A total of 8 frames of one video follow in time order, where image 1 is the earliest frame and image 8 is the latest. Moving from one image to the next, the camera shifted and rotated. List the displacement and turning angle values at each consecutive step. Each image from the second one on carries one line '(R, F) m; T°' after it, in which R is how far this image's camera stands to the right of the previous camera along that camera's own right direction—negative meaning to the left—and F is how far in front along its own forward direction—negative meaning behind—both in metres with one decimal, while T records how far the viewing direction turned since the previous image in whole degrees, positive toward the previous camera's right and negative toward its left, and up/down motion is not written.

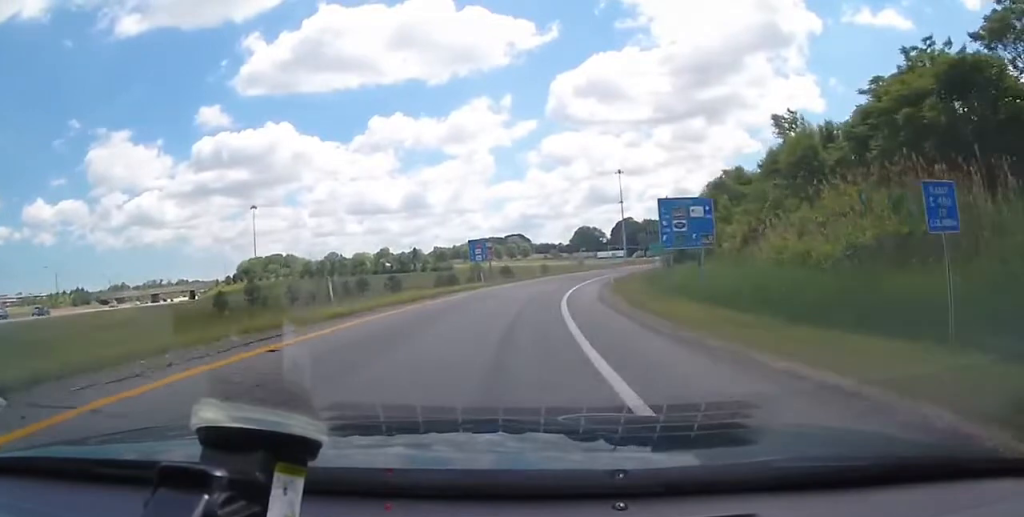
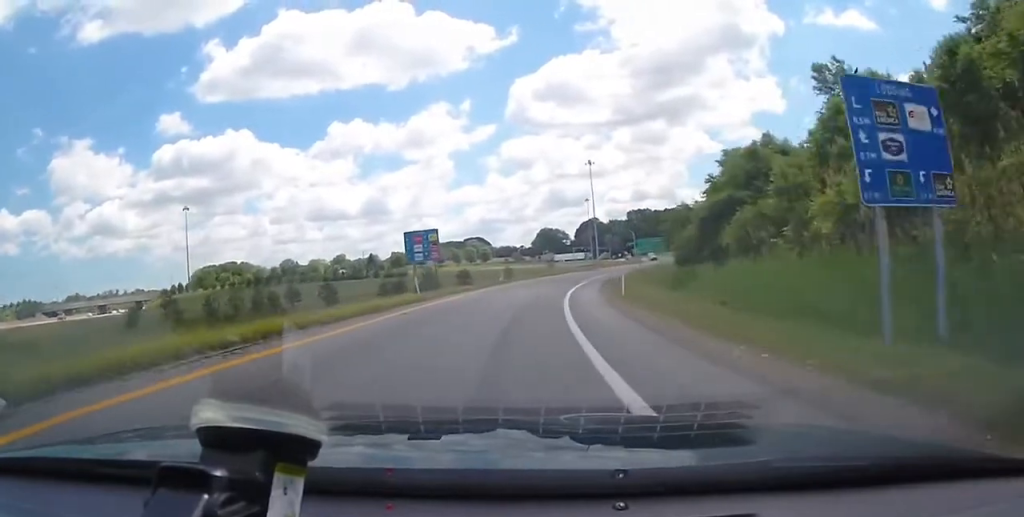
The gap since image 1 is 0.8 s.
(-0.2, +16.1) m; +3°
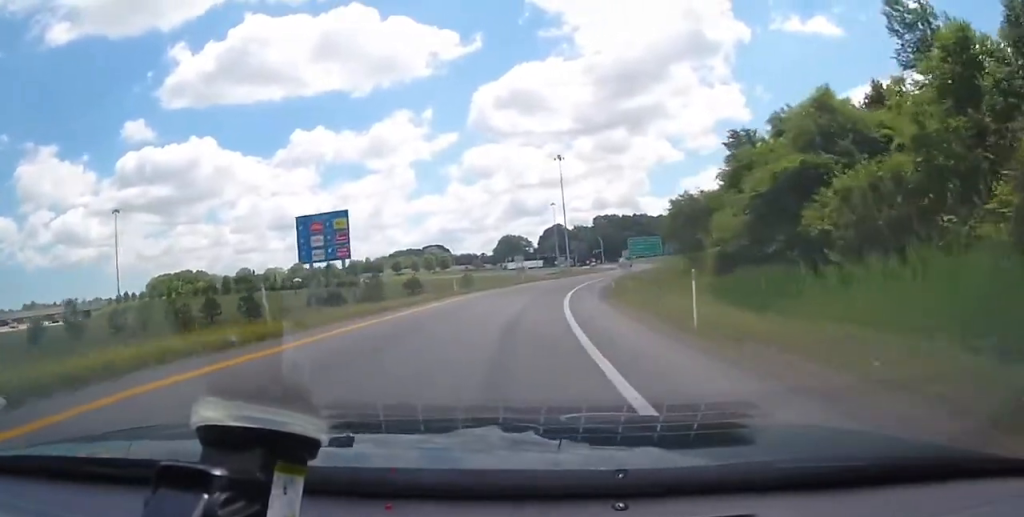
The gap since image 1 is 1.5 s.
(+0.9, +14.6) m; +5°
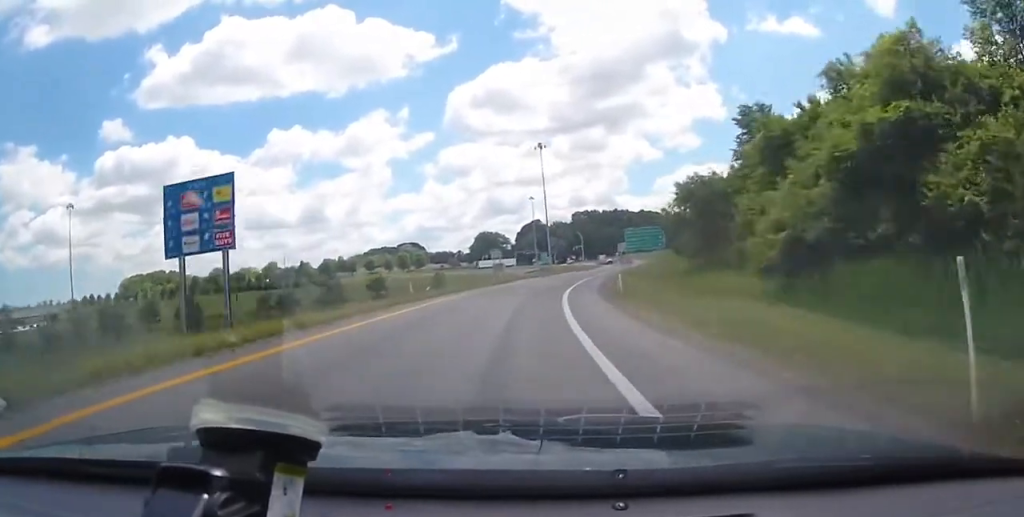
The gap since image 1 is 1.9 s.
(+0.1, +9.0) m; +3°
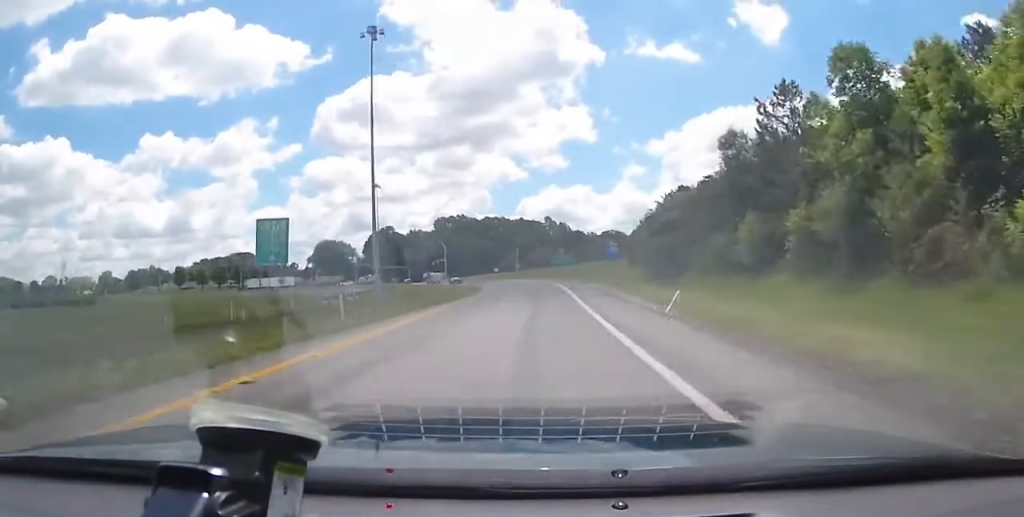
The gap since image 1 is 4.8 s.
(+6.8, +58.7) m; +13°
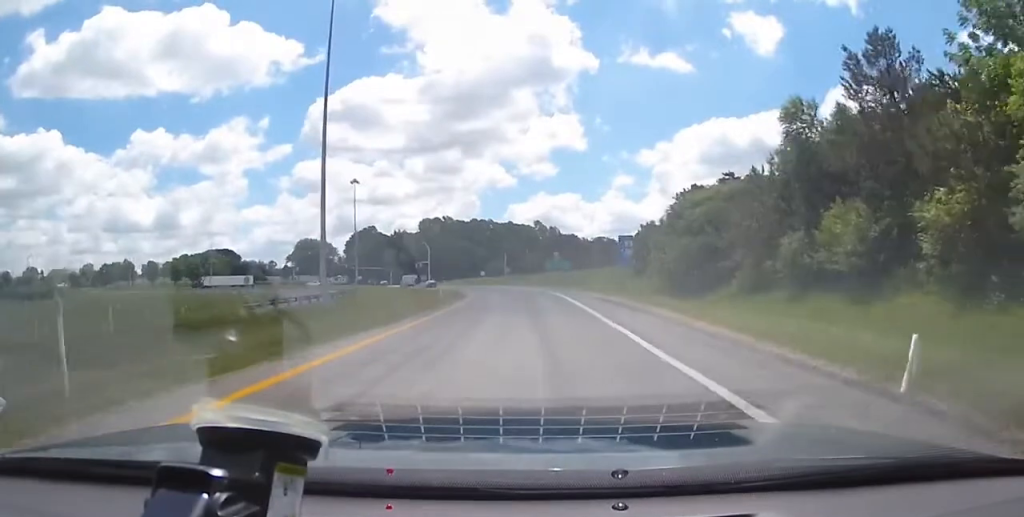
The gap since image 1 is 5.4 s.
(+0.6, +11.1) m; +1°
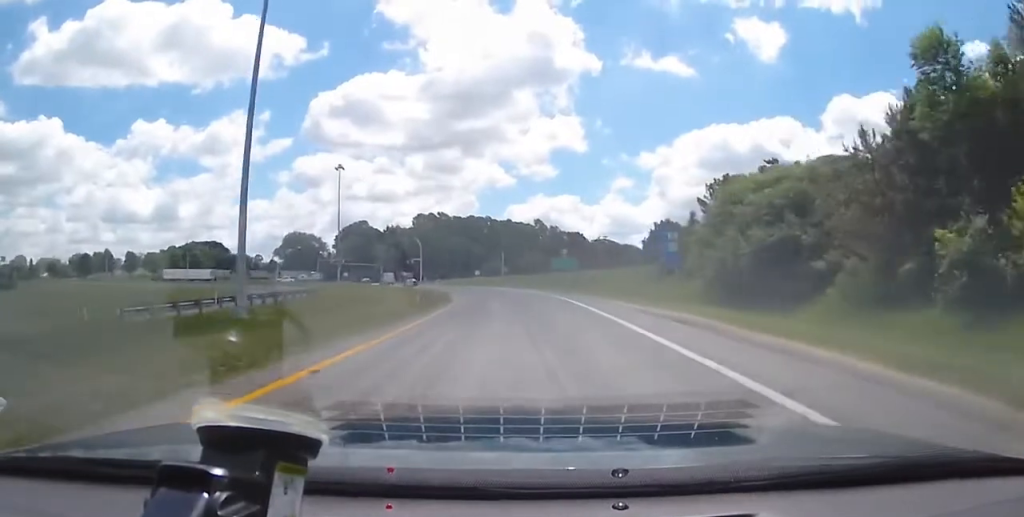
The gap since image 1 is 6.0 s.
(+0.2, +11.7) m; +1°
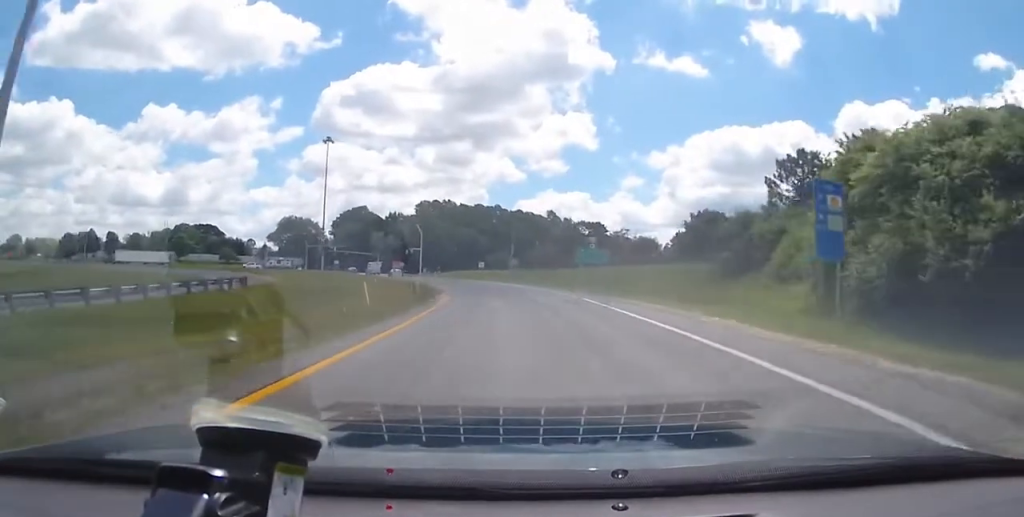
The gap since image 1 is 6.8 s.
(-0.2, +15.4) m; -1°
